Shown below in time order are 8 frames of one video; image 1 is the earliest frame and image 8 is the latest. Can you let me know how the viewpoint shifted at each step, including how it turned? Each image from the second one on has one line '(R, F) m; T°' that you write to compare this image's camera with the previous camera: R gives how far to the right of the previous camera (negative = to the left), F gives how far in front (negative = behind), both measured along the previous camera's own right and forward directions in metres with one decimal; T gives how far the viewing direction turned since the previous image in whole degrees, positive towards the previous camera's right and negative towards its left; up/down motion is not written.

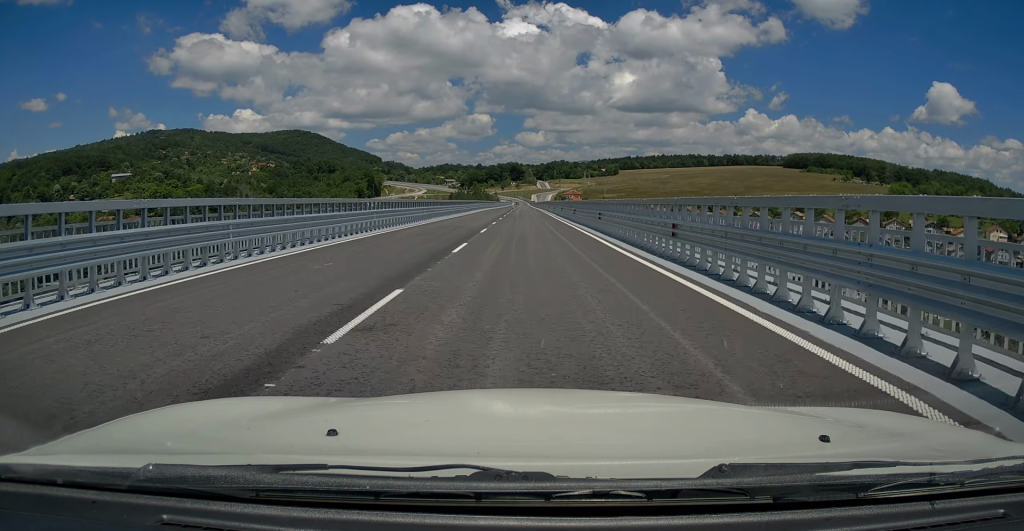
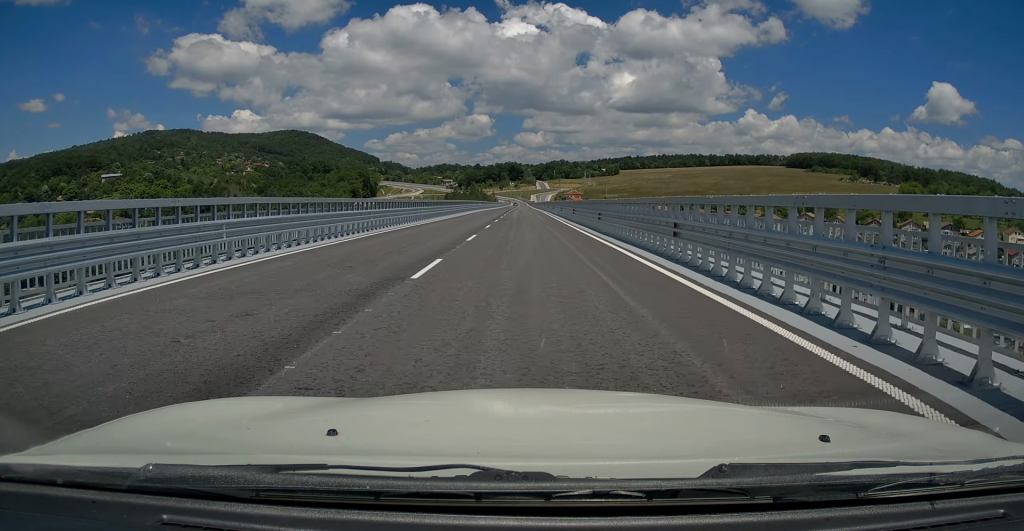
(+0.1, +13.8) m; 0°
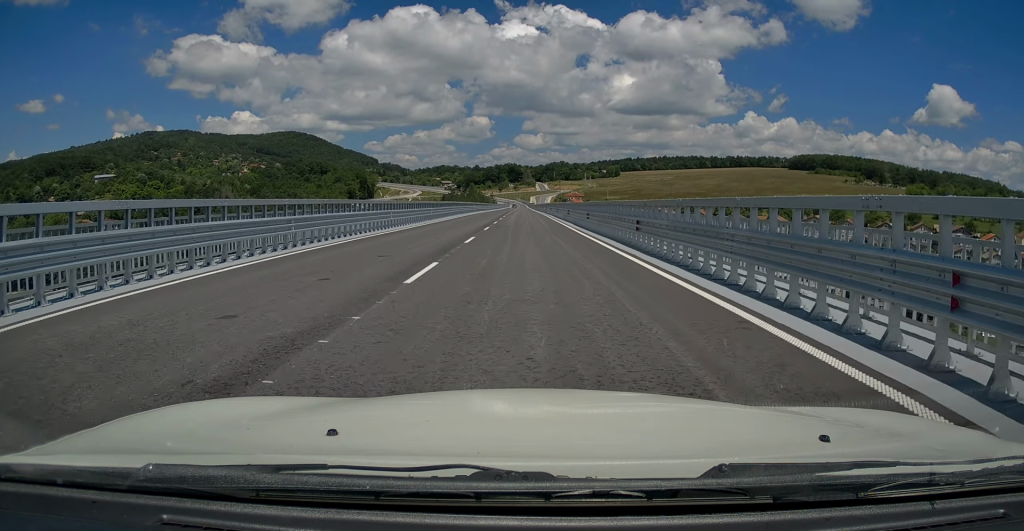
(0.0, +9.2) m; 0°
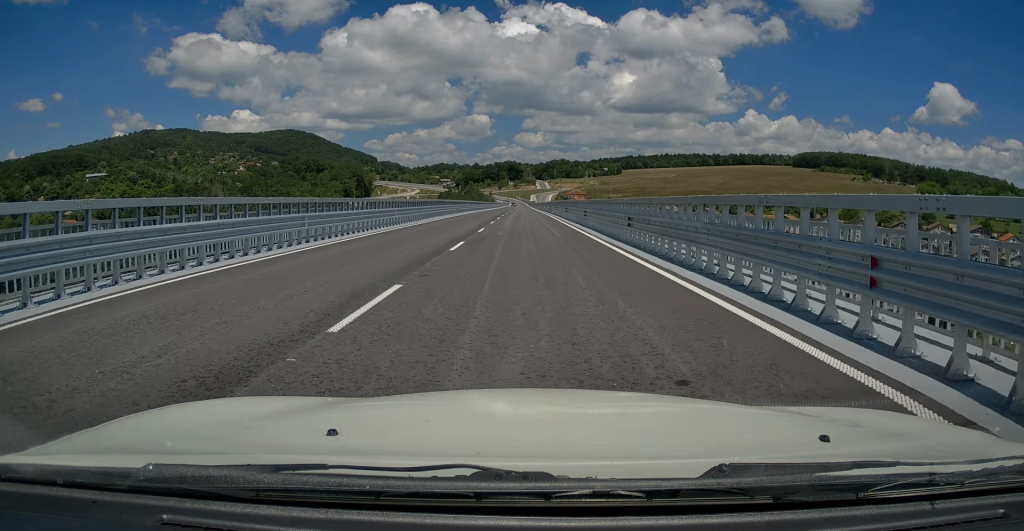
(0.0, +12.3) m; 0°
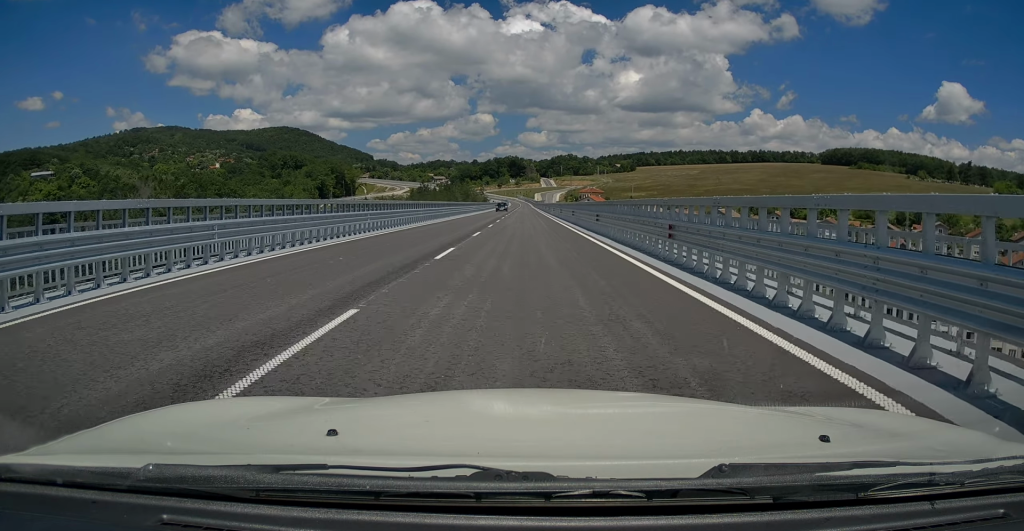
(-0.3, +73.3) m; -1°
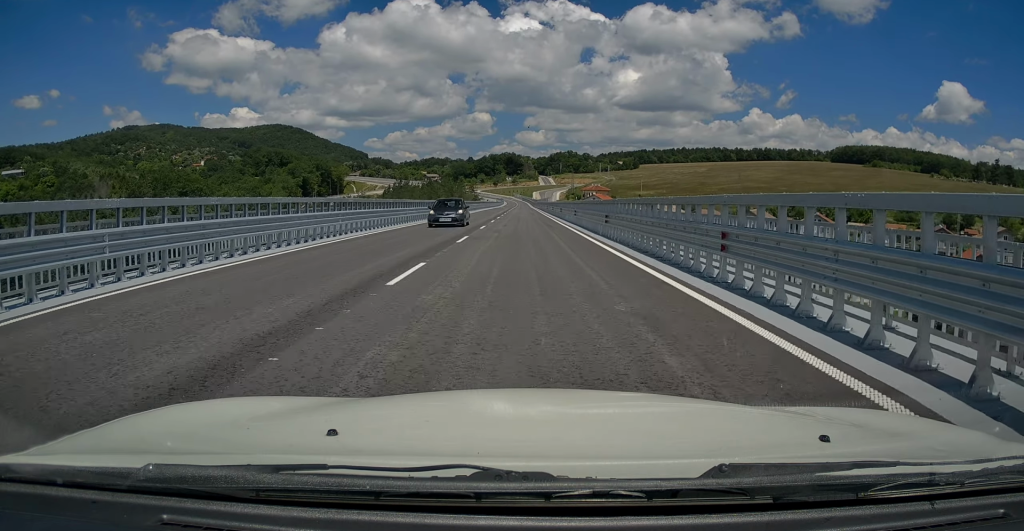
(-0.2, +30.9) m; 0°
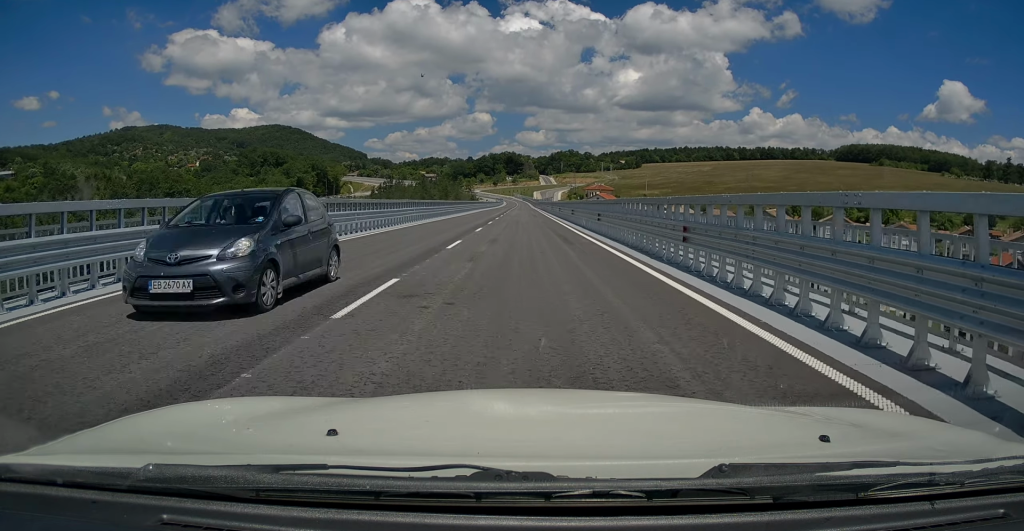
(+0.1, +11.2) m; 0°
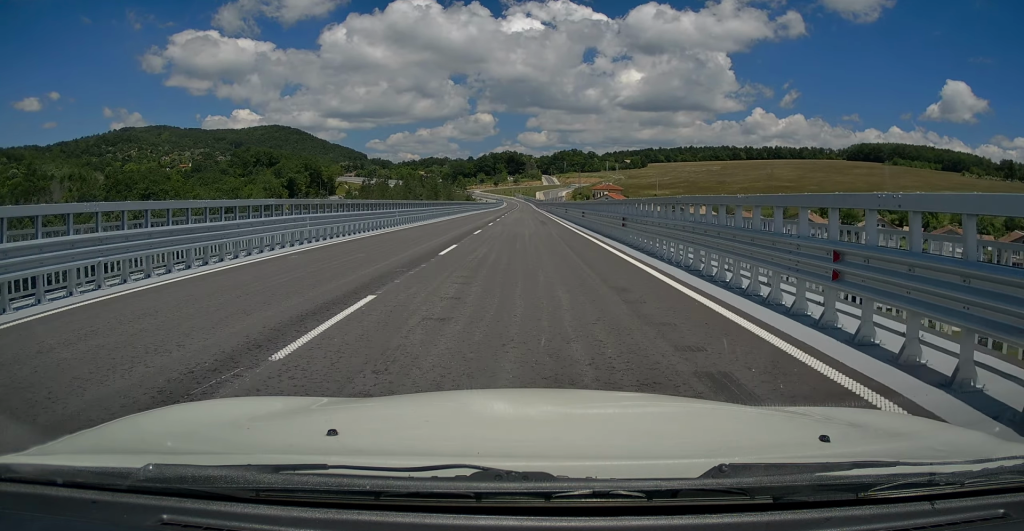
(+0.1, +19.4) m; 0°
